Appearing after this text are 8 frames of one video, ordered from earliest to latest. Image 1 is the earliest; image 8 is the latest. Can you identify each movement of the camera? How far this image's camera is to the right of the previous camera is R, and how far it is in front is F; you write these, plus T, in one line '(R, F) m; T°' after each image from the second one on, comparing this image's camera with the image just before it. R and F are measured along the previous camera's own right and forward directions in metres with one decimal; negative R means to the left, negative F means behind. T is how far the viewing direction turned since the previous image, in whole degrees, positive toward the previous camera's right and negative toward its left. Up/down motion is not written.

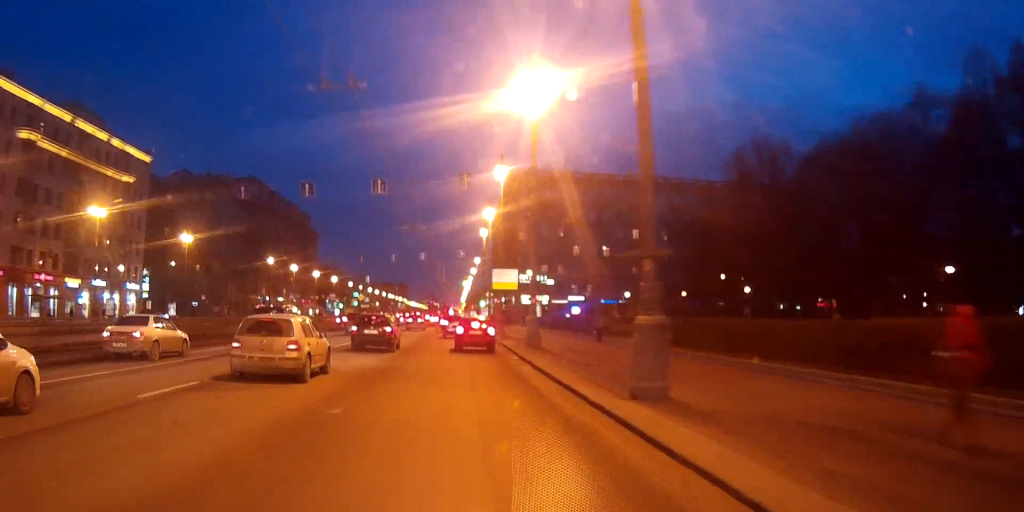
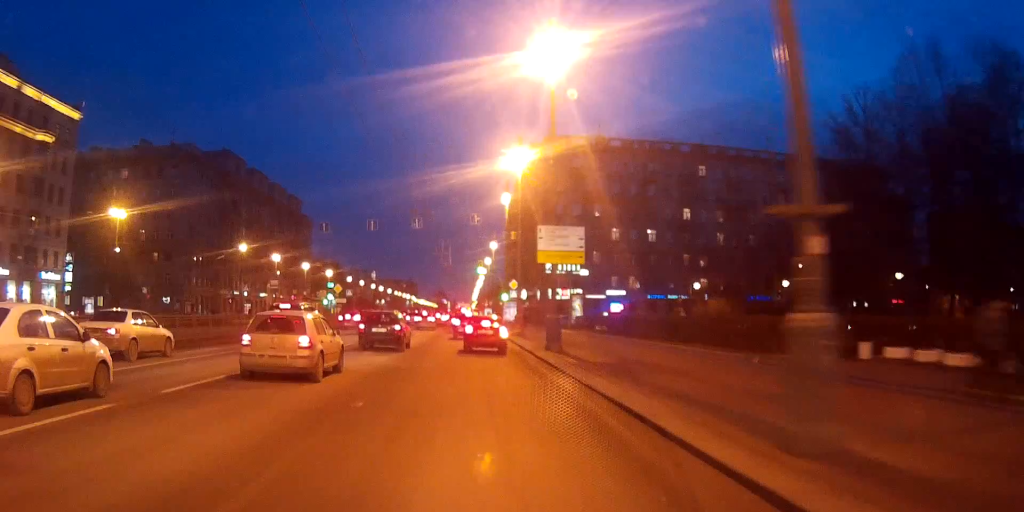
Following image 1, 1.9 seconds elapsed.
(0.0, +27.0) m; 0°
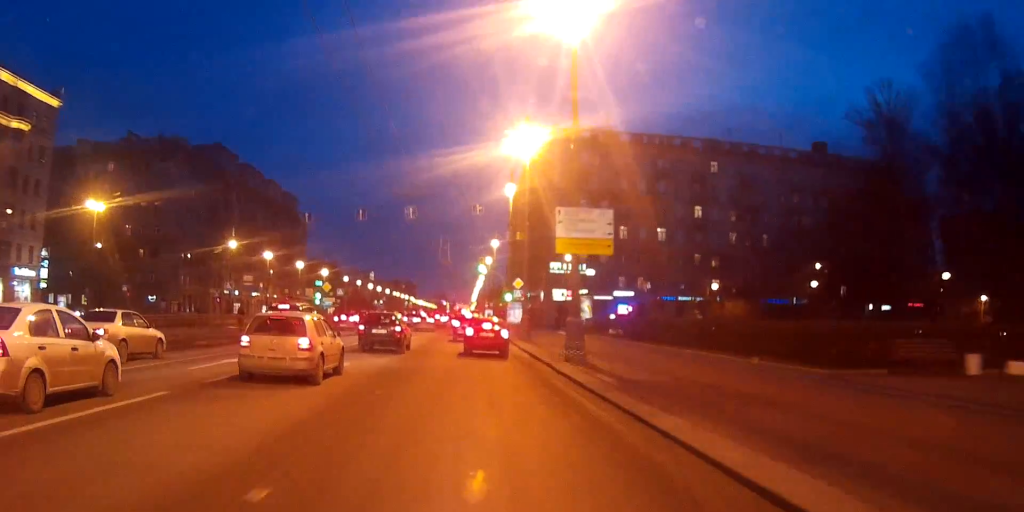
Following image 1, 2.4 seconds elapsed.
(0.0, +5.8) m; 0°
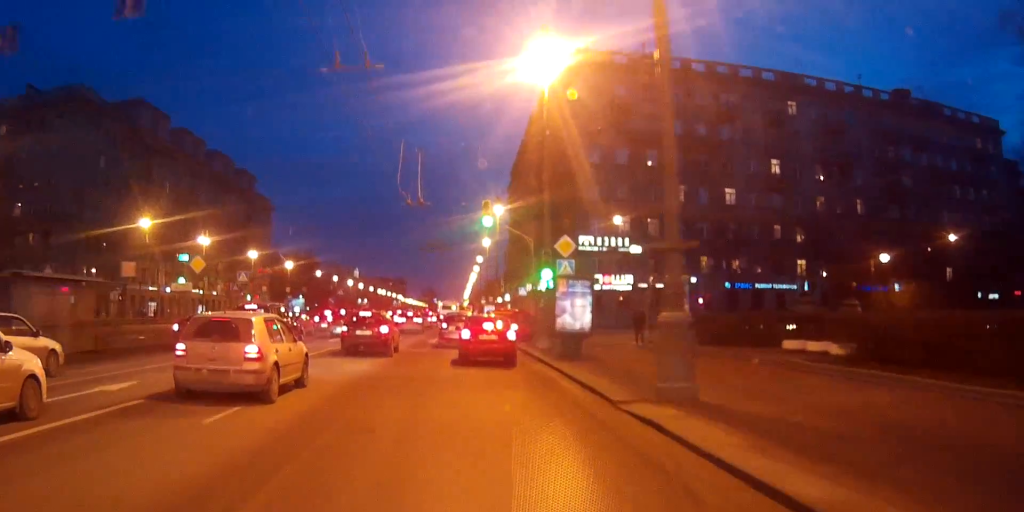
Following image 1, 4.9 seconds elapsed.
(+0.1, +32.3) m; +1°
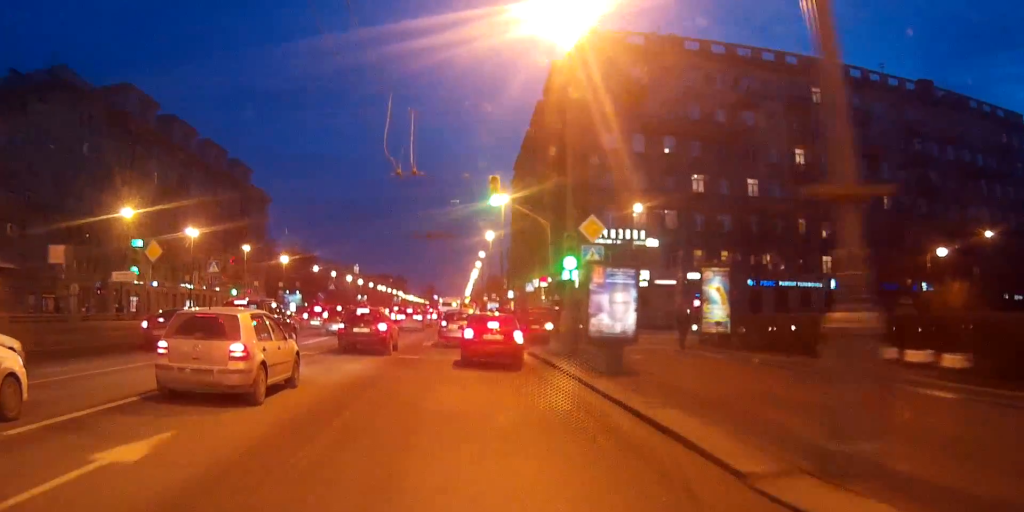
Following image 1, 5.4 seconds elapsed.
(0.0, +5.7) m; 0°
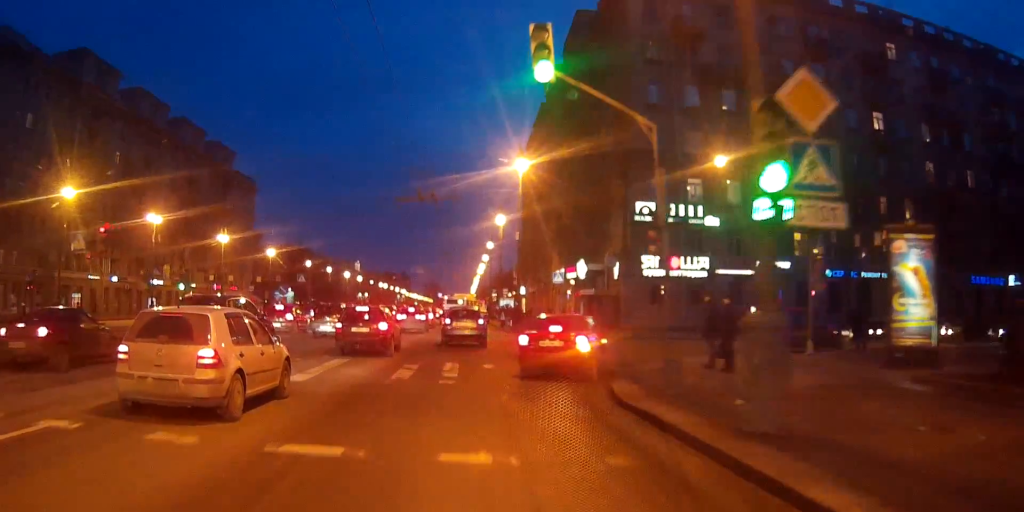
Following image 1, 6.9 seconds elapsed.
(-0.2, +15.7) m; 0°
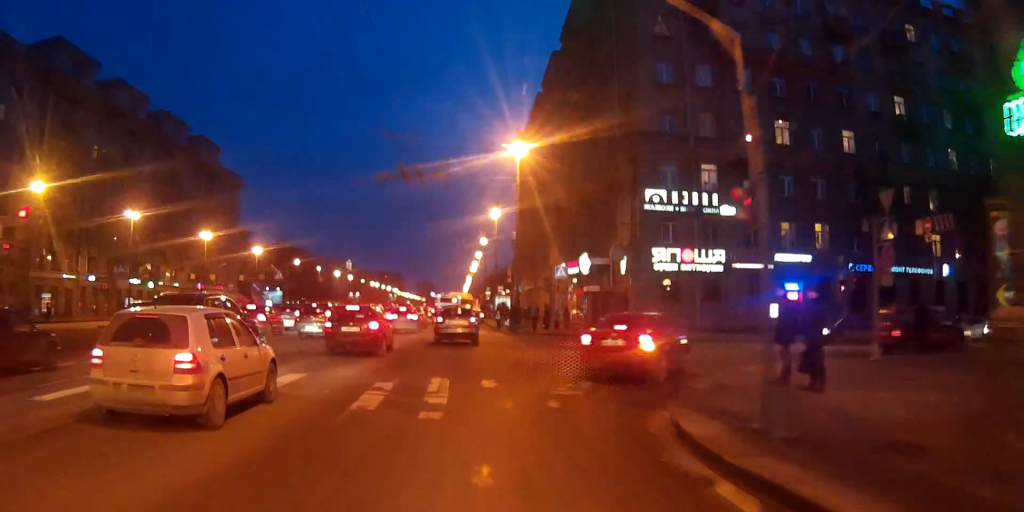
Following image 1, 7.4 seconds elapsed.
(+0.1, +4.7) m; +3°
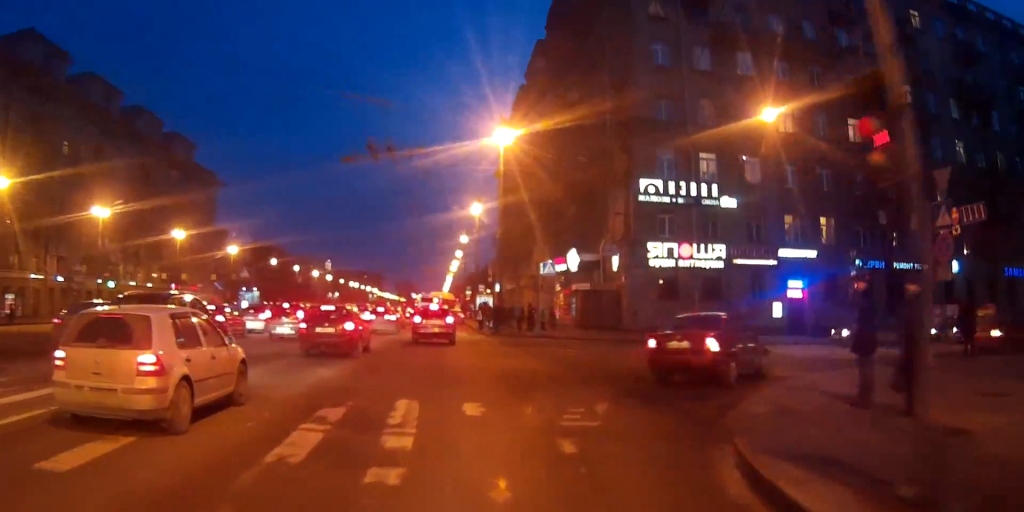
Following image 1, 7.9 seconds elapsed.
(-0.1, +3.9) m; +3°
